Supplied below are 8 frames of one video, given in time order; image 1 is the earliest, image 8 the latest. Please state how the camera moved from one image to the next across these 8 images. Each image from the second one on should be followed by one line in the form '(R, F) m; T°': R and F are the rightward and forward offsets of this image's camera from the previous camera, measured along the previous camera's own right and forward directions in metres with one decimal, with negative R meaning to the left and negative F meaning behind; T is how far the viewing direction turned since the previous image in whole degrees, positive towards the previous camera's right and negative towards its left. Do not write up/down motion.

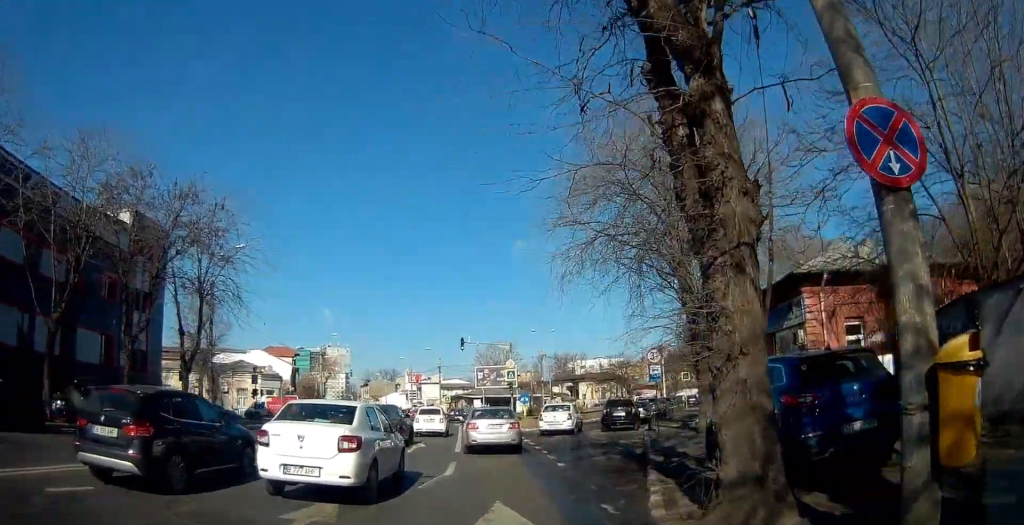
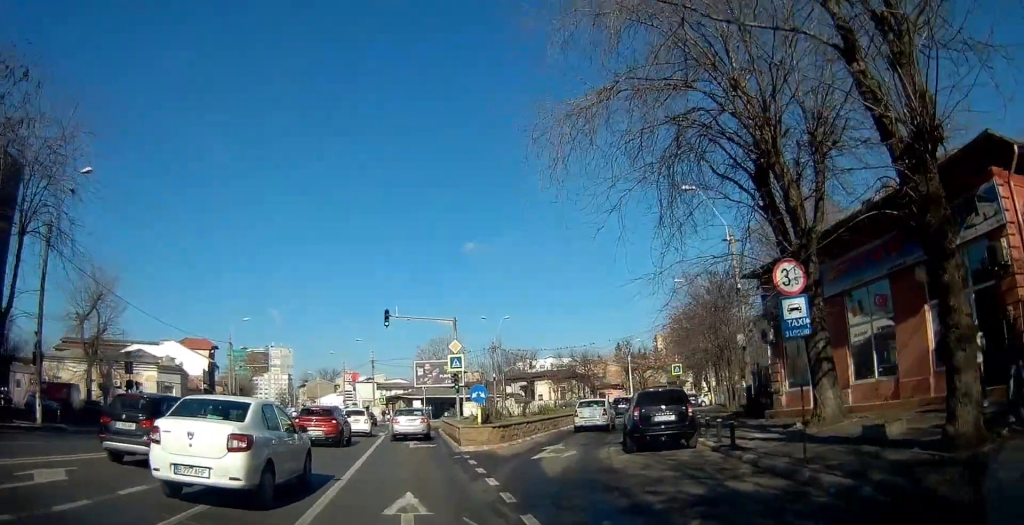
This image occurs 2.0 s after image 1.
(-0.3, +12.8) m; 0°
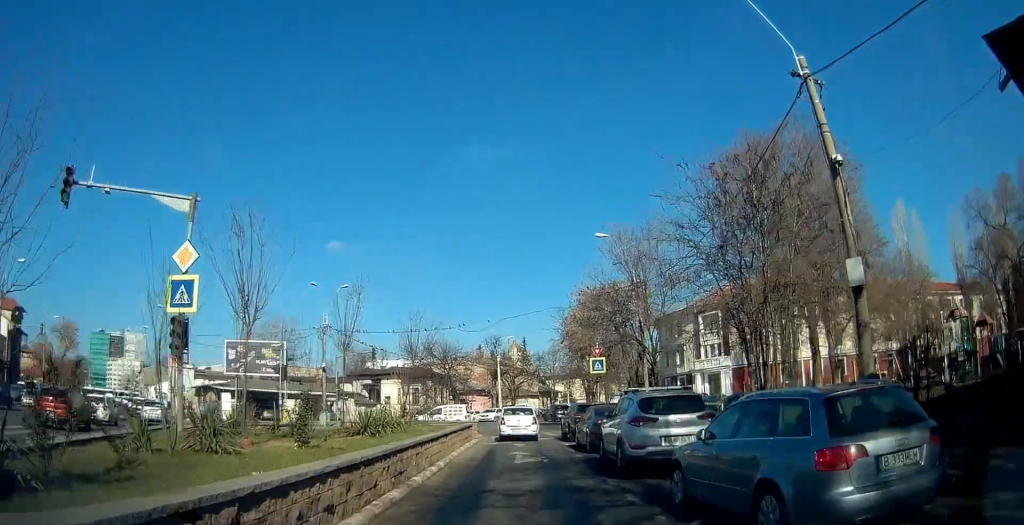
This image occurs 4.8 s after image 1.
(+1.8, +18.5) m; +12°
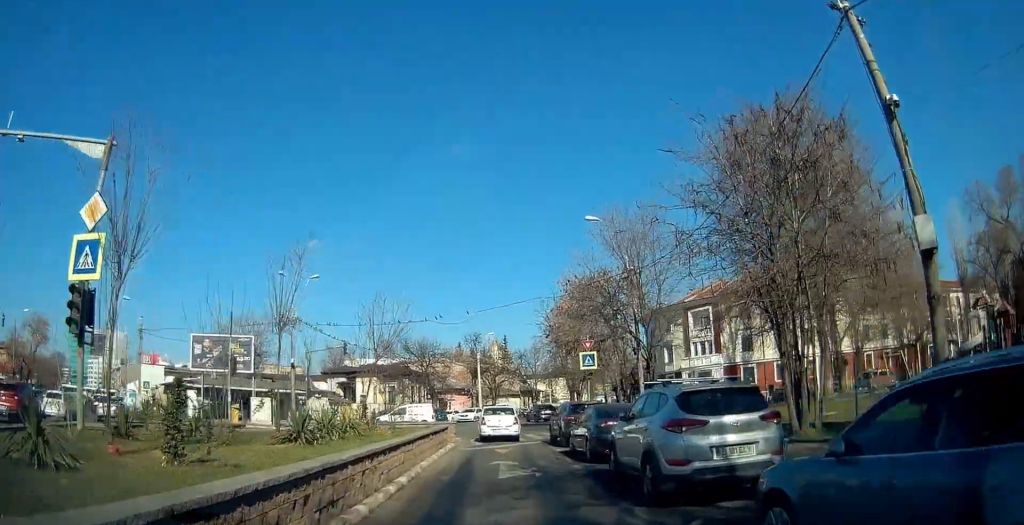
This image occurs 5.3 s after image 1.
(+0.2, +3.3) m; +2°
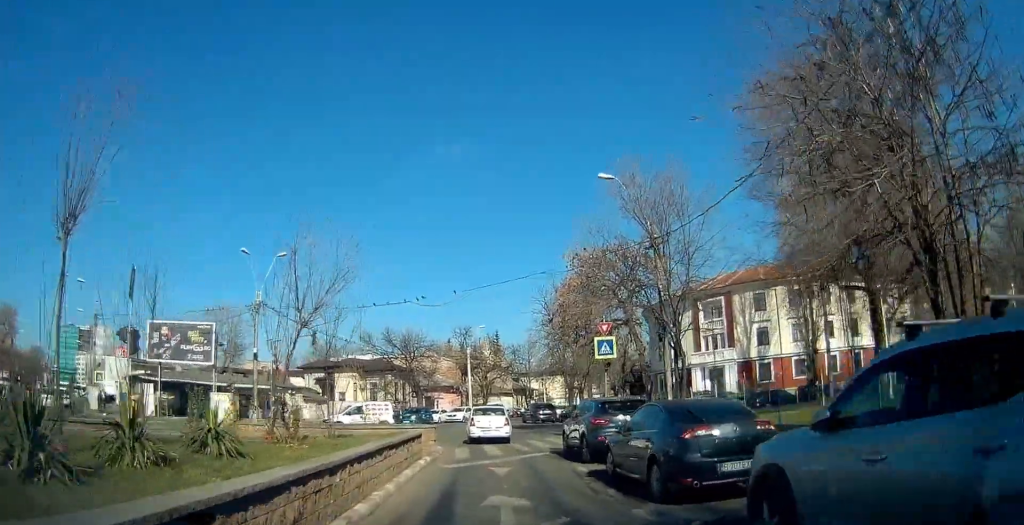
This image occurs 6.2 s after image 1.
(+0.1, +6.3) m; +3°
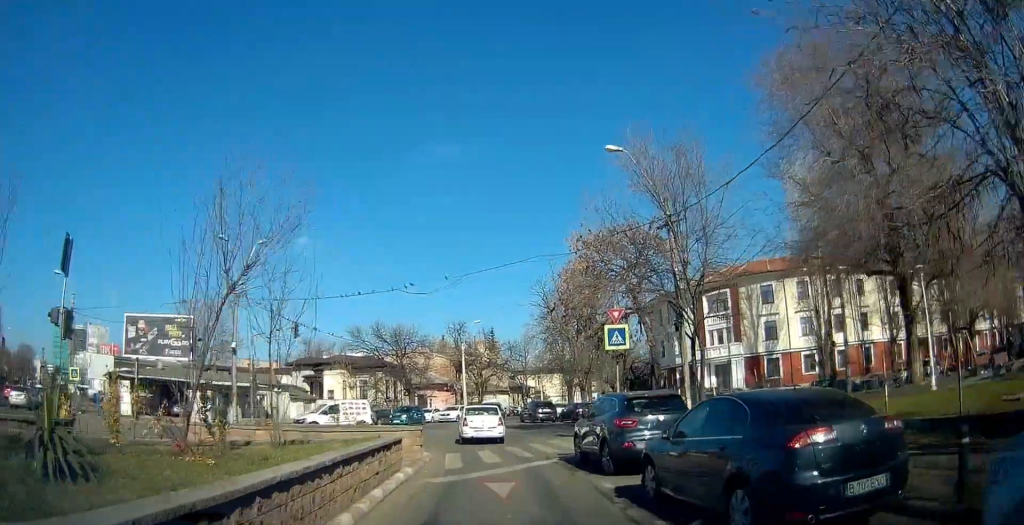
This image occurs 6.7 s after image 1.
(0.0, +3.0) m; +1°
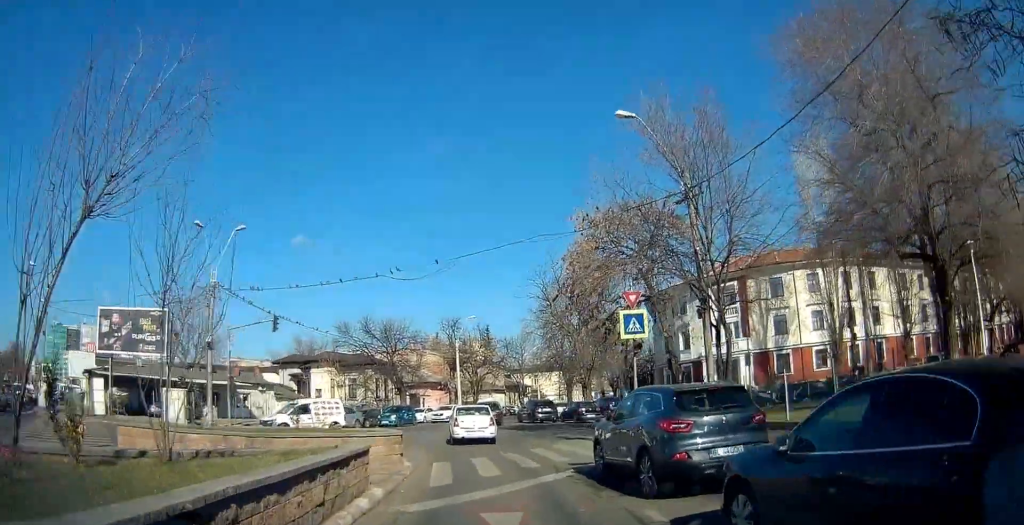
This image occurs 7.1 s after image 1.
(+0.2, +3.2) m; +2°
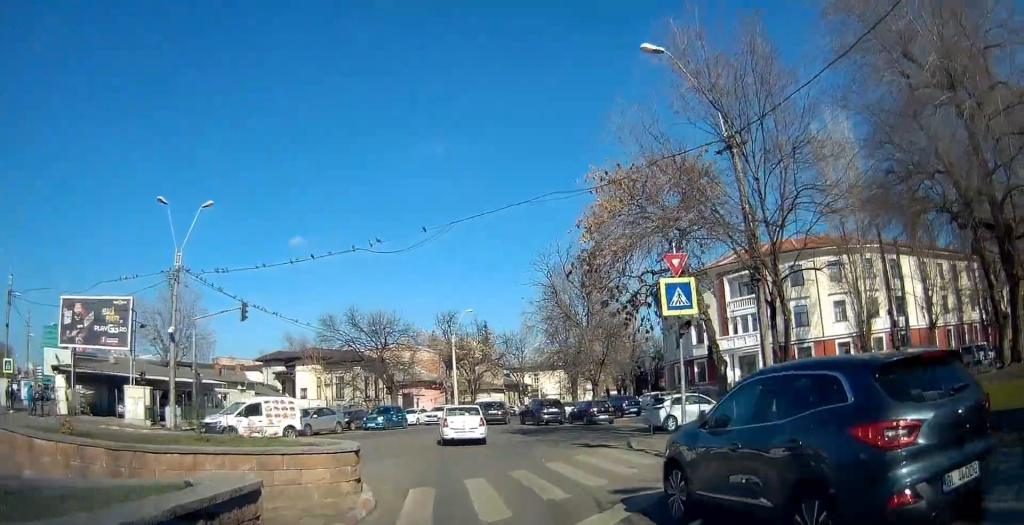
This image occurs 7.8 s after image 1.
(+0.1, +4.7) m; +1°
